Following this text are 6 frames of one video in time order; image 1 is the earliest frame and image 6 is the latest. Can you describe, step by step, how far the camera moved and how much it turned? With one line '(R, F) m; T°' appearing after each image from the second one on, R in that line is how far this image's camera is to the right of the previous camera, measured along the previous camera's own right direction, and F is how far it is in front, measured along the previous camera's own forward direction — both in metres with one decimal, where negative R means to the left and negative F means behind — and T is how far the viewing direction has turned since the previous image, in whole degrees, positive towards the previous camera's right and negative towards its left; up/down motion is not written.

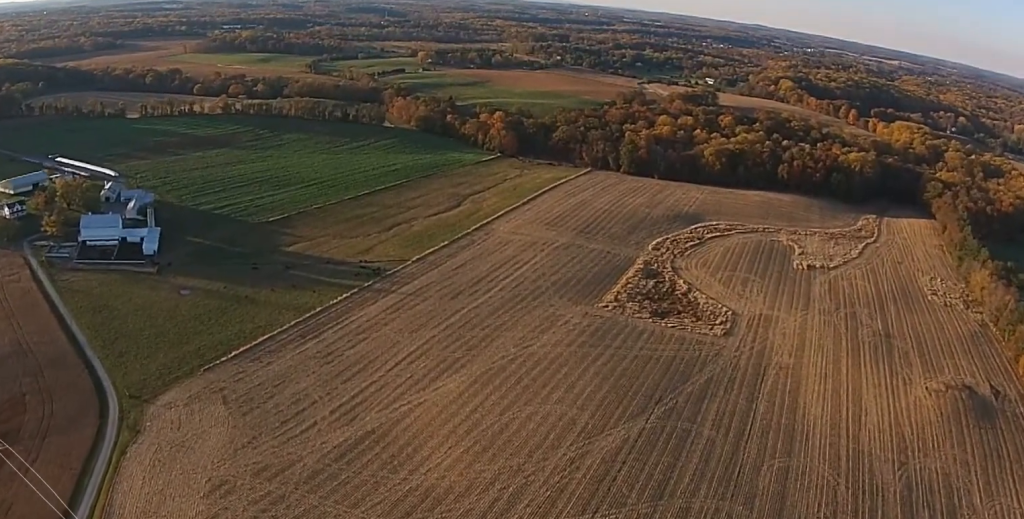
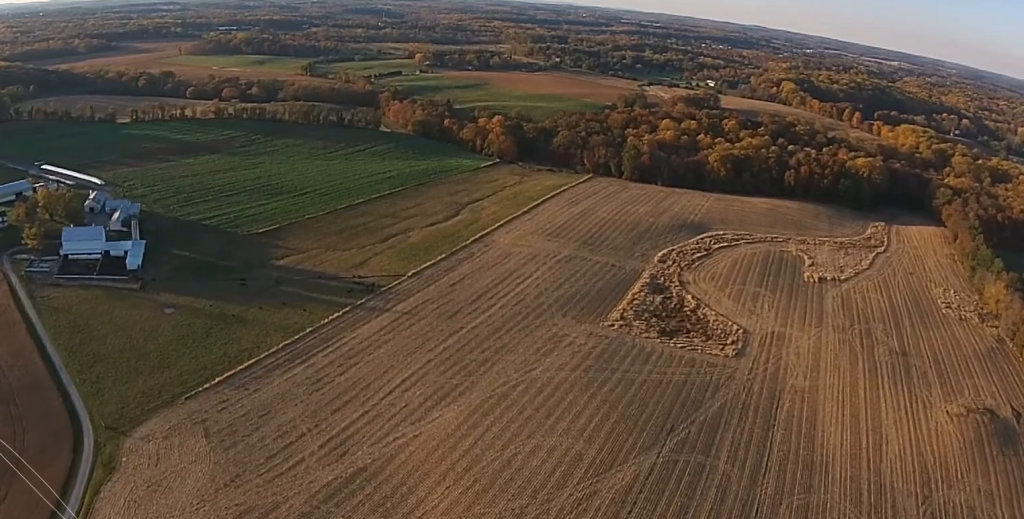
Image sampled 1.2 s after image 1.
(0.0, +21.3) m; 0°
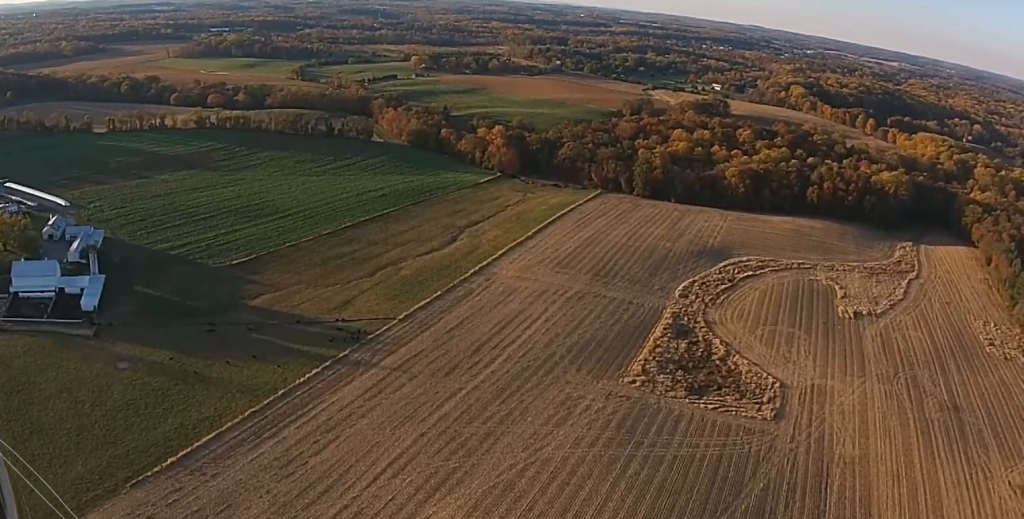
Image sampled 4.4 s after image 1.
(0.0, +54.9) m; 0°
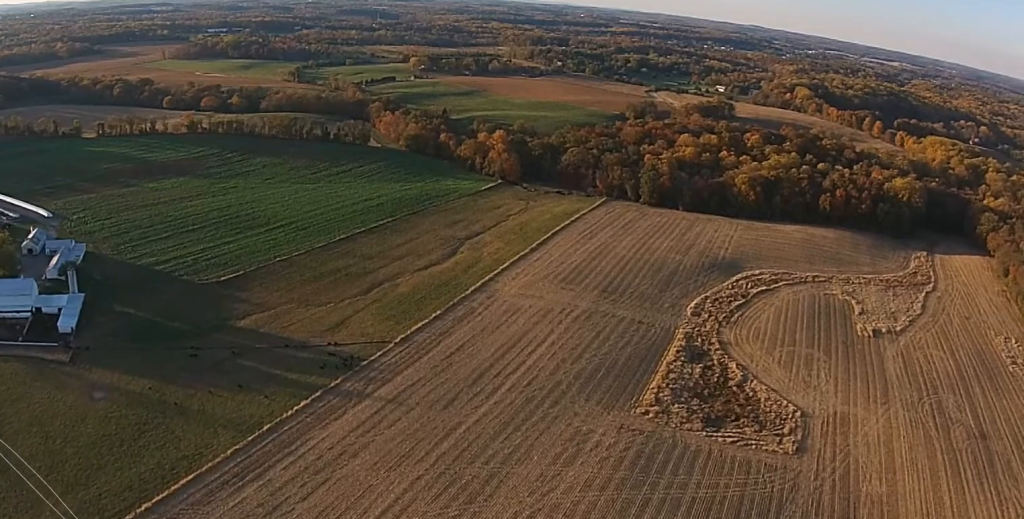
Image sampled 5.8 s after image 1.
(0.0, +25.1) m; 0°
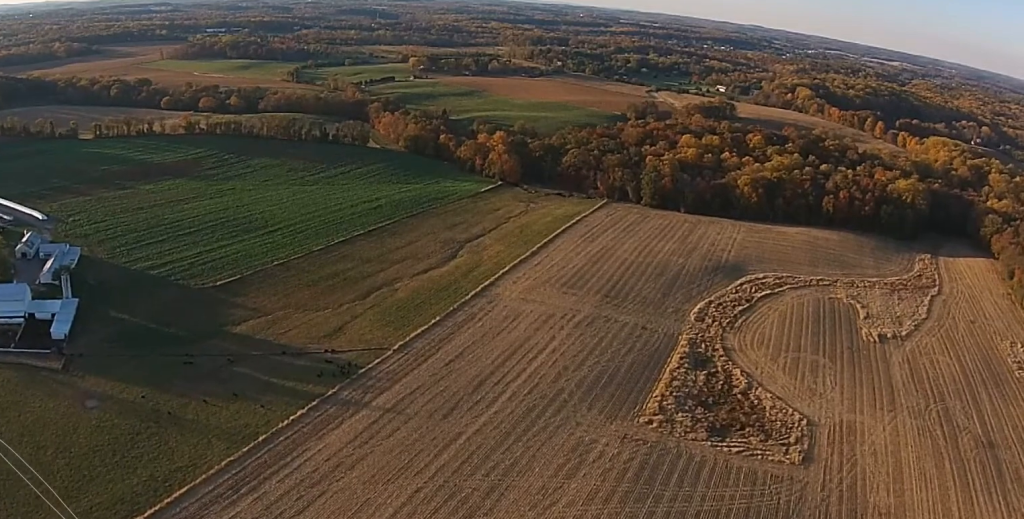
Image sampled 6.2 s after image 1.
(0.0, +7.0) m; 0°
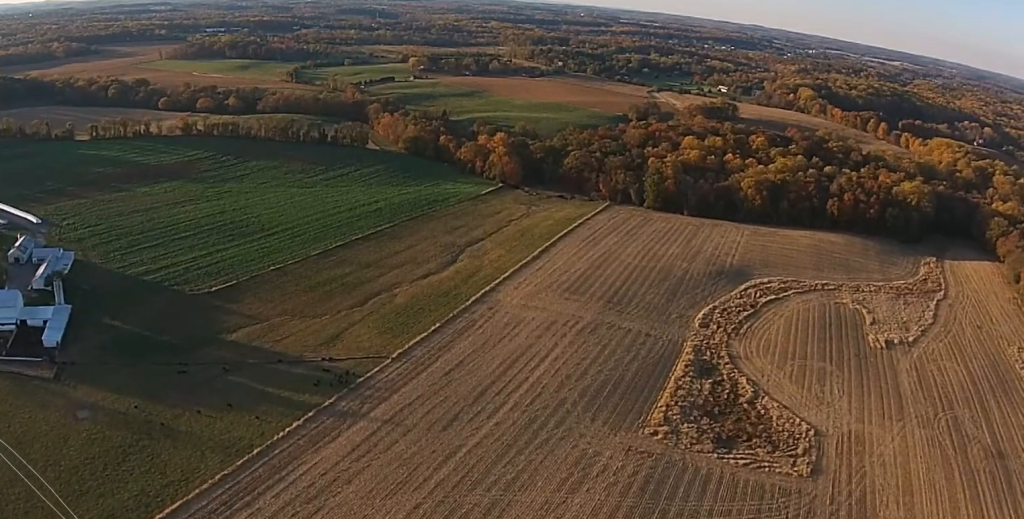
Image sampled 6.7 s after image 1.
(0.0, +8.2) m; 0°
